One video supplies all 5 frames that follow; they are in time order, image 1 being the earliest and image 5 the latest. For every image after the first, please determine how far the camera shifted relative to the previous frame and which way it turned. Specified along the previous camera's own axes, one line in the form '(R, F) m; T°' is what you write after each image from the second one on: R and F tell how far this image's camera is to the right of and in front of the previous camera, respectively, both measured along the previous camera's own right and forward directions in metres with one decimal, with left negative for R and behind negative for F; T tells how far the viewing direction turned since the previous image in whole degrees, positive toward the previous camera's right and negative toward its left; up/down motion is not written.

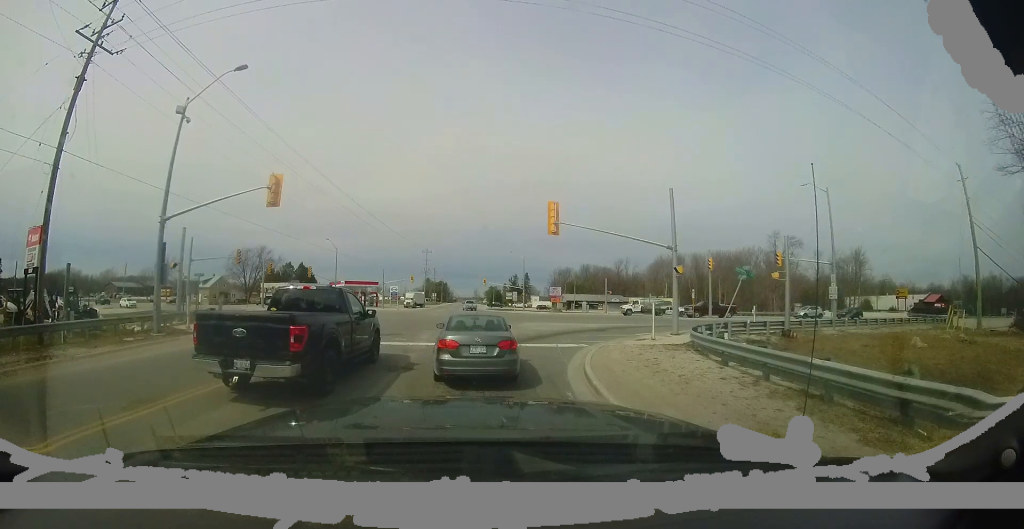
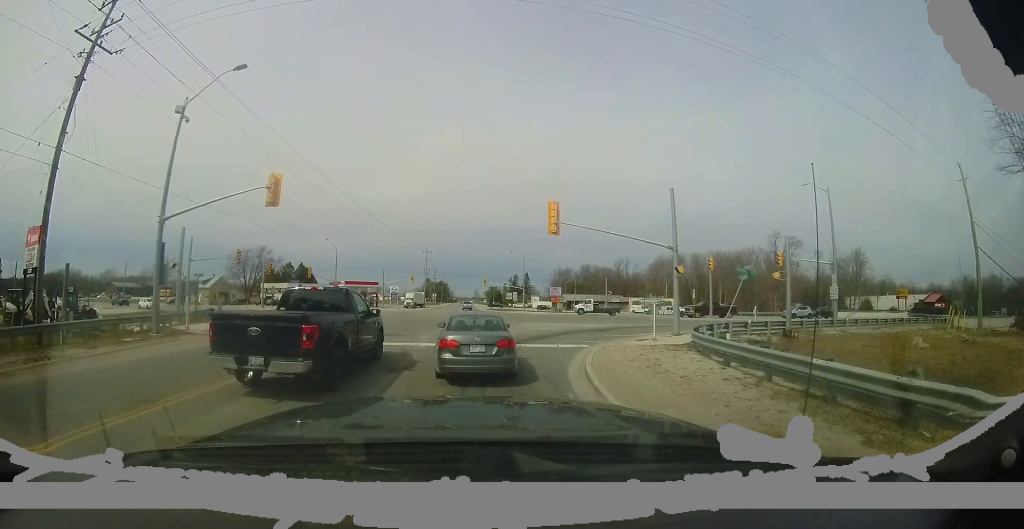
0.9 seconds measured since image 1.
(0.0, 0.0) m; 0°
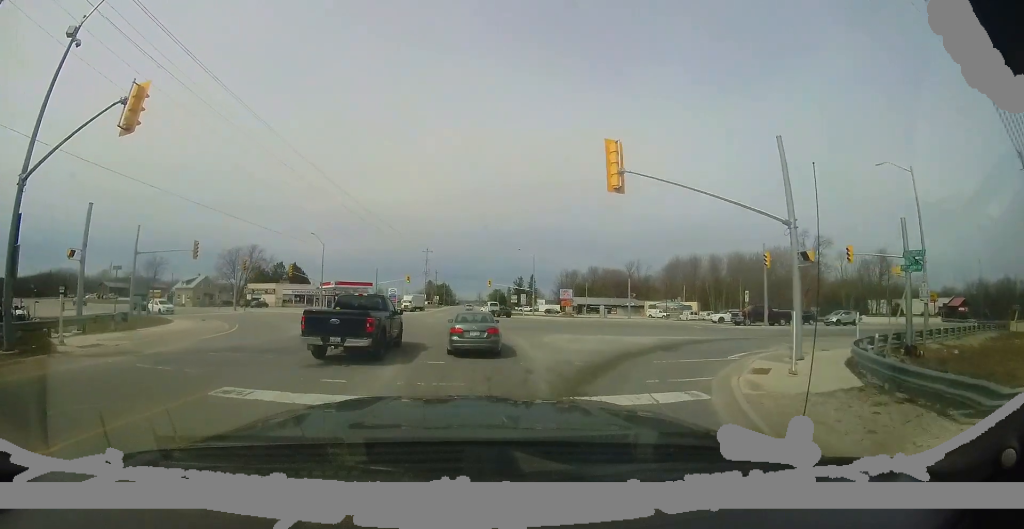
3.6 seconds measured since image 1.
(-0.1, +2.5) m; -1°
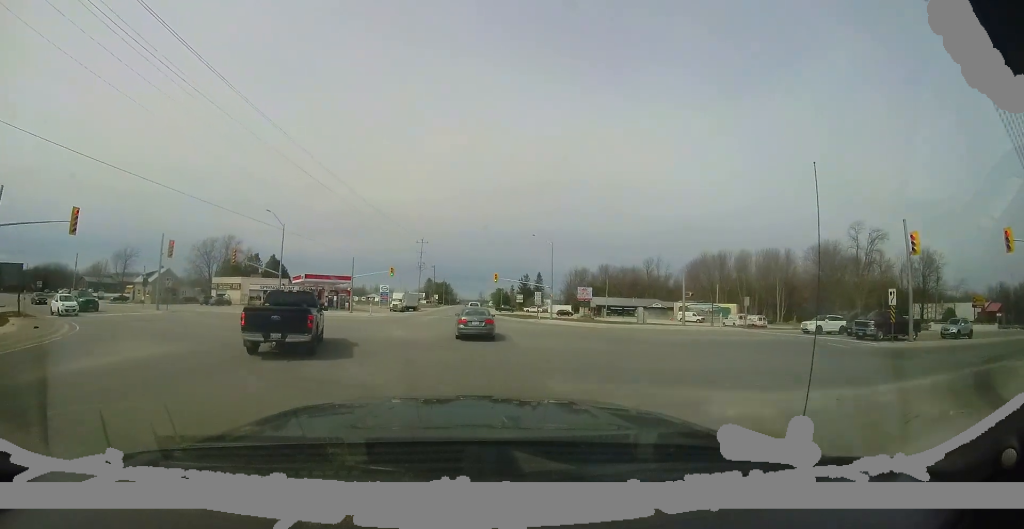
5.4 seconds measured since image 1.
(+0.4, +9.1) m; +2°
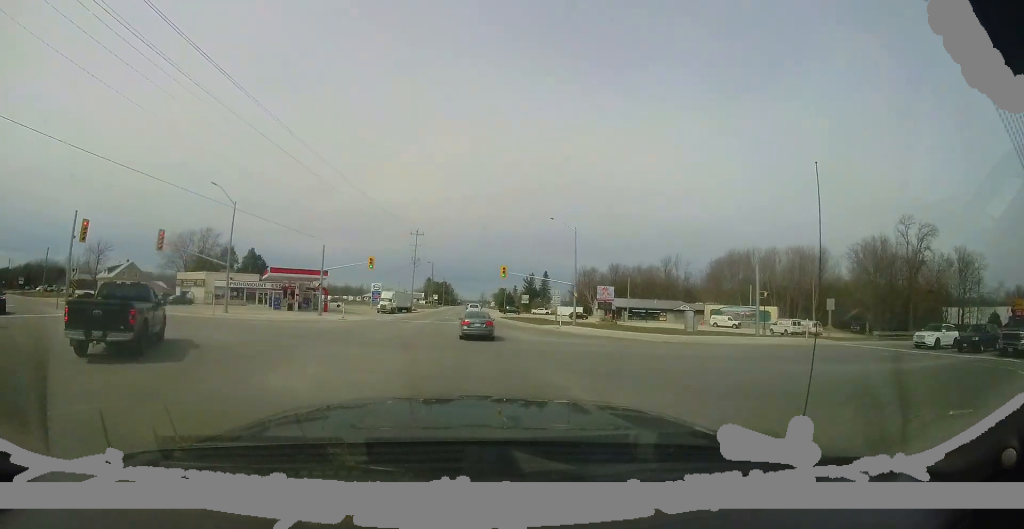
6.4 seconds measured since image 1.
(-0.2, +8.5) m; 0°
